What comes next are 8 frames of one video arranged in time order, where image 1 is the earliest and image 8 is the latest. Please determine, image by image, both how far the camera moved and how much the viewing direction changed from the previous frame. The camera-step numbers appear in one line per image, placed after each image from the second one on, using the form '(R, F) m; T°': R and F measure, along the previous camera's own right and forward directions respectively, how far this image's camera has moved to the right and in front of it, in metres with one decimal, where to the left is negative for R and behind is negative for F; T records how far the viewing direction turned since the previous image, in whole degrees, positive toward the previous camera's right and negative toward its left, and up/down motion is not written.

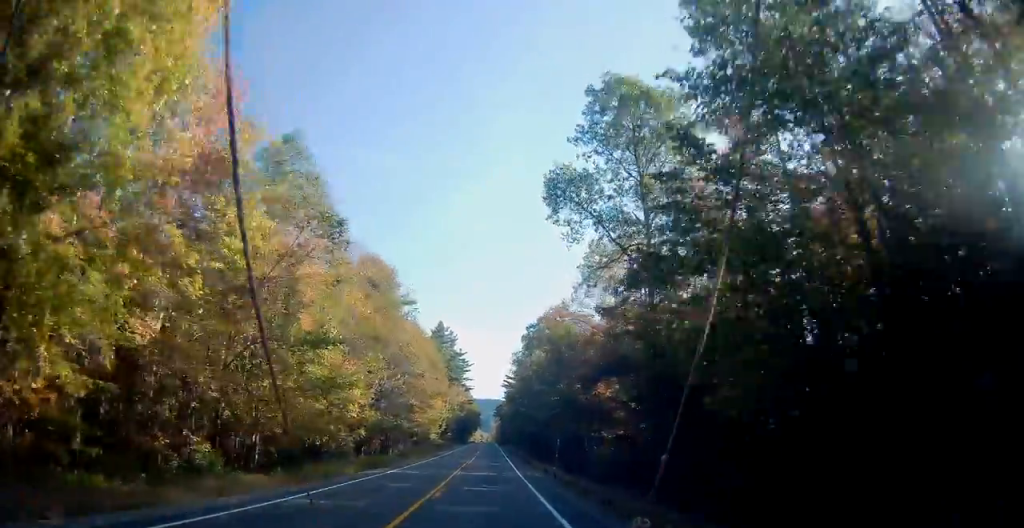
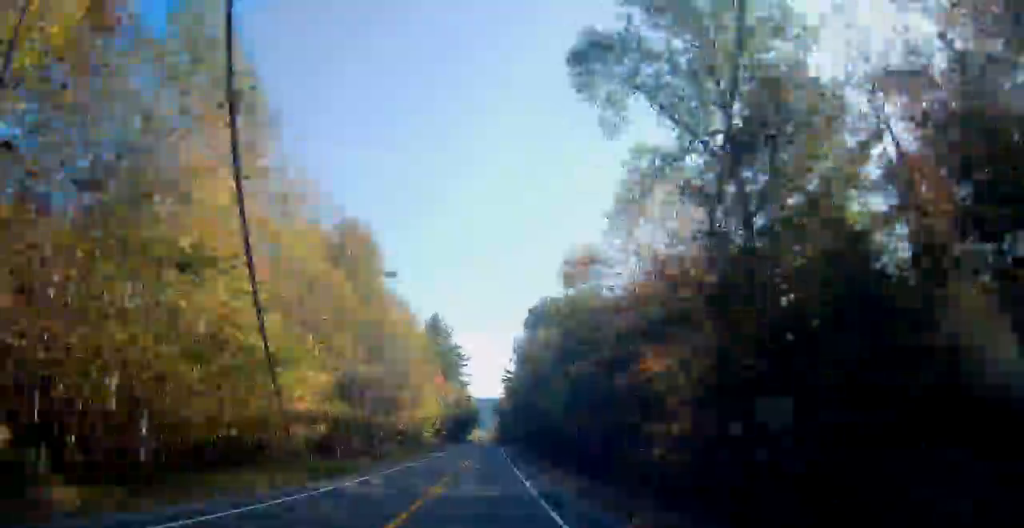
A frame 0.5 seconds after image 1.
(+0.1, +11.2) m; 0°
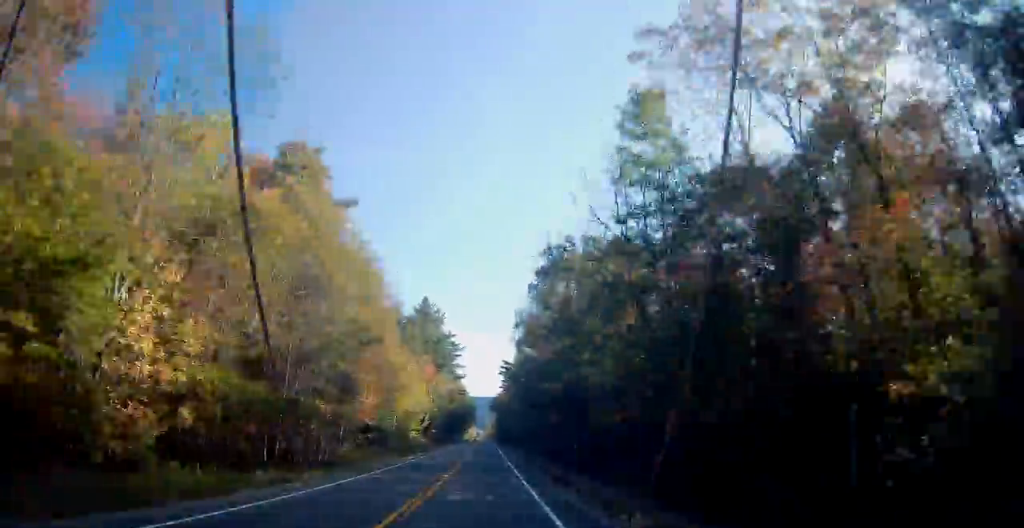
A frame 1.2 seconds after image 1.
(0.0, +16.9) m; 0°
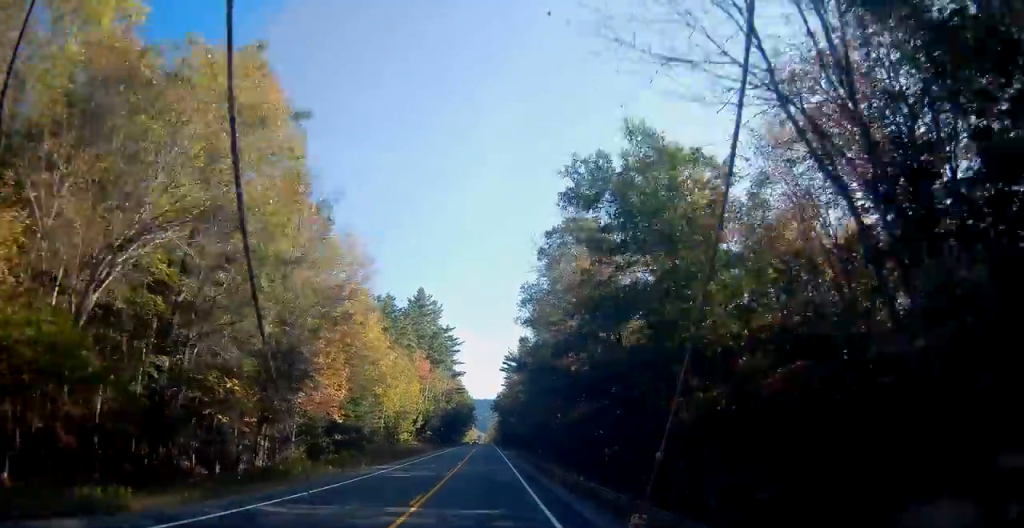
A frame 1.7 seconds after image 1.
(0.0, +12.1) m; 0°
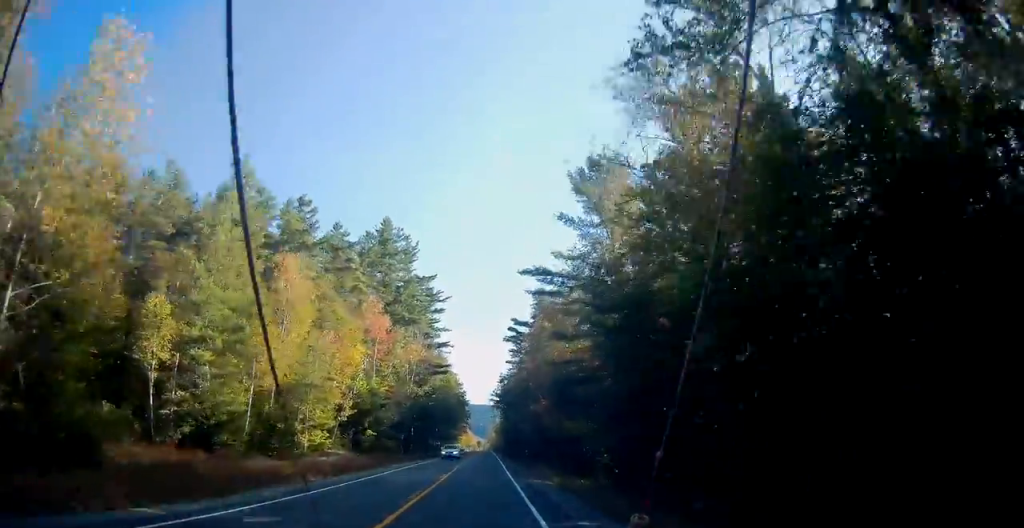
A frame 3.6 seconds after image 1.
(+0.4, +47.9) m; 0°
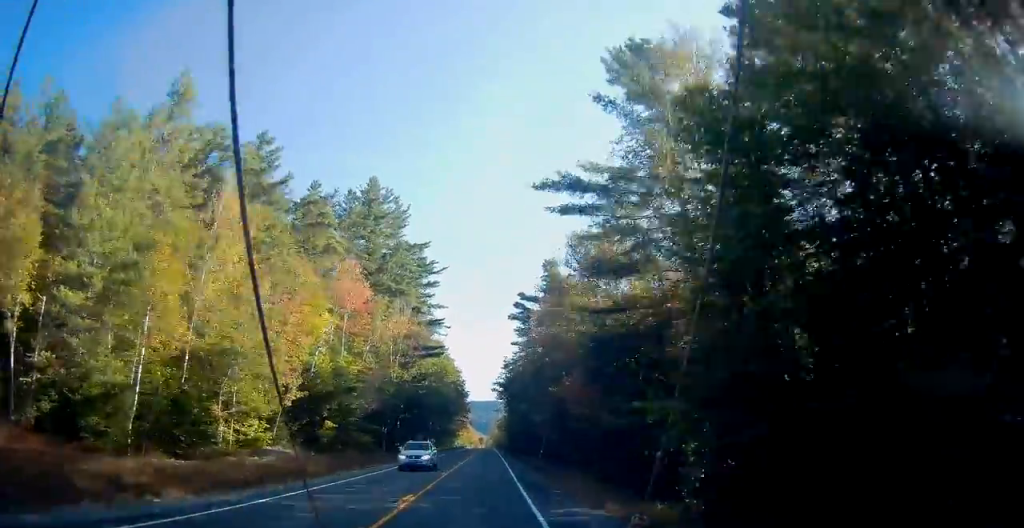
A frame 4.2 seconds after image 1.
(-0.1, +13.8) m; 0°
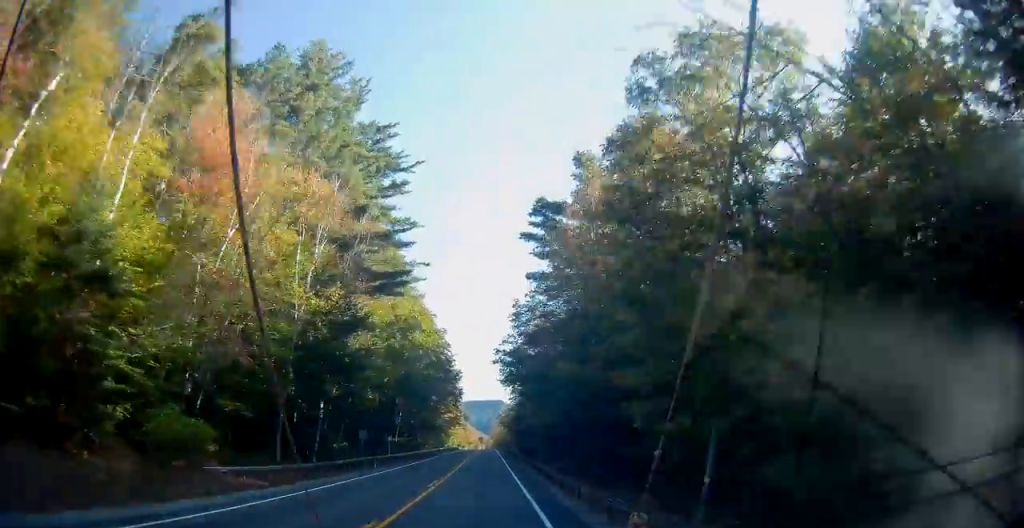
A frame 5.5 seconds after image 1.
(0.0, +30.8) m; 0°
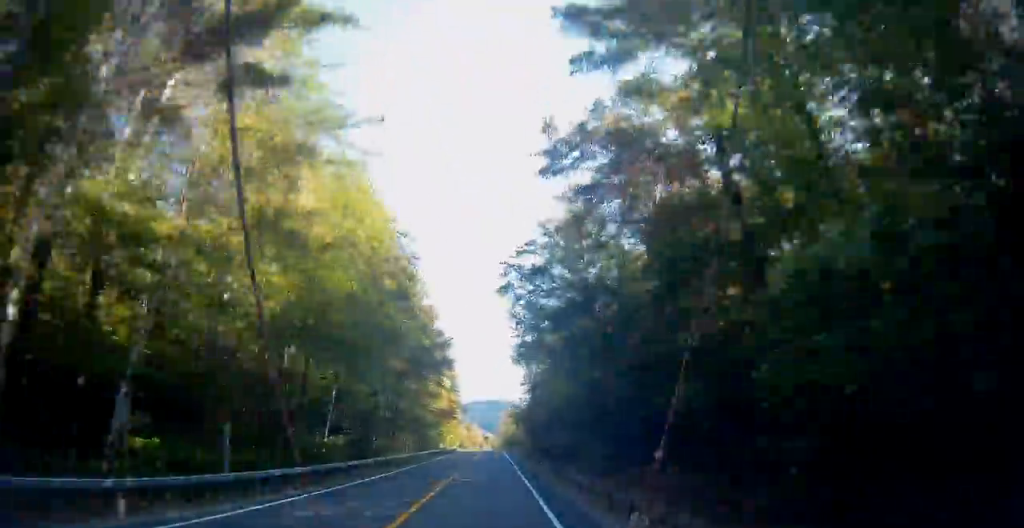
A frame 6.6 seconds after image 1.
(0.0, +26.7) m; 0°
